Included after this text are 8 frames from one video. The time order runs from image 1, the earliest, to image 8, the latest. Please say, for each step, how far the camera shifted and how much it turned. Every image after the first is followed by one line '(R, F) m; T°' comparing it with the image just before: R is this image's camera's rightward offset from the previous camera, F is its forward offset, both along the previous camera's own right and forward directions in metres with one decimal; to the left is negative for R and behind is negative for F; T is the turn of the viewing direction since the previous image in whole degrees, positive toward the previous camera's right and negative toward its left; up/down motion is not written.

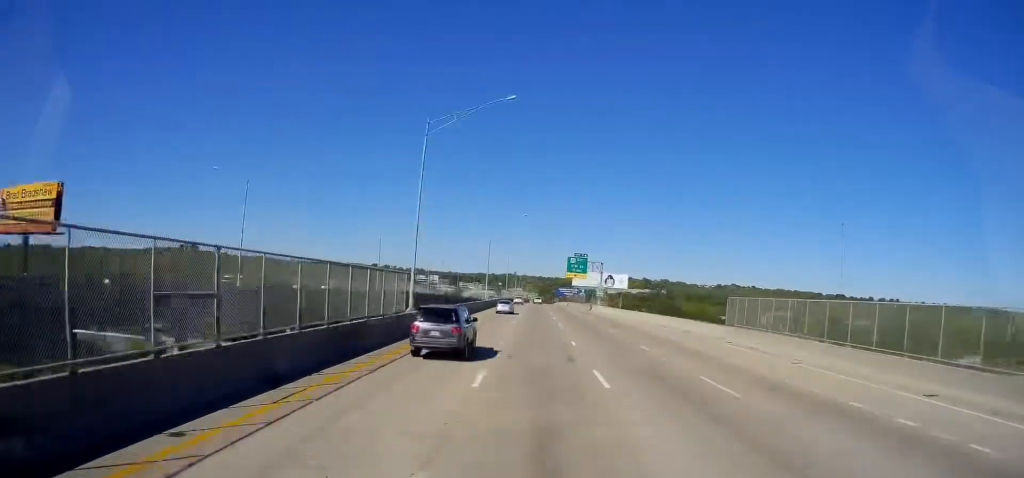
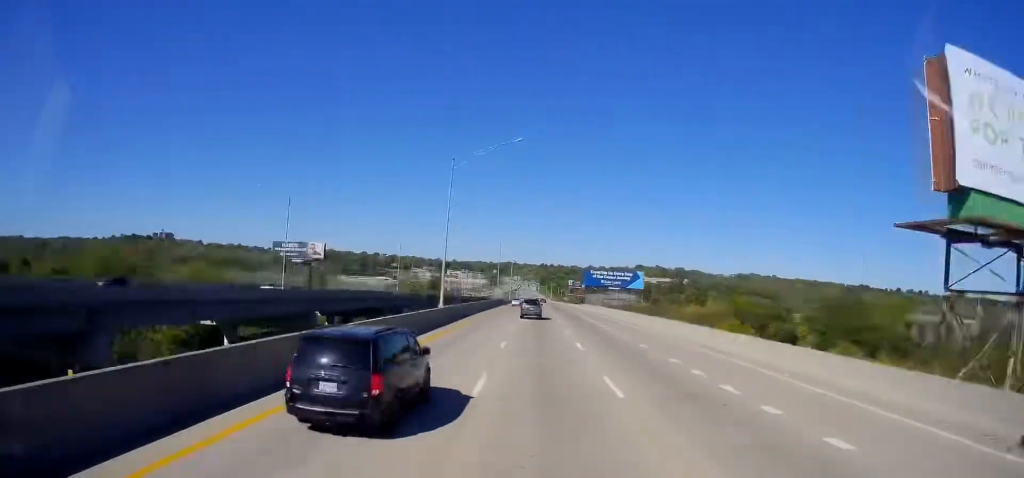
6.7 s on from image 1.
(-13.5, +189.7) m; -3°
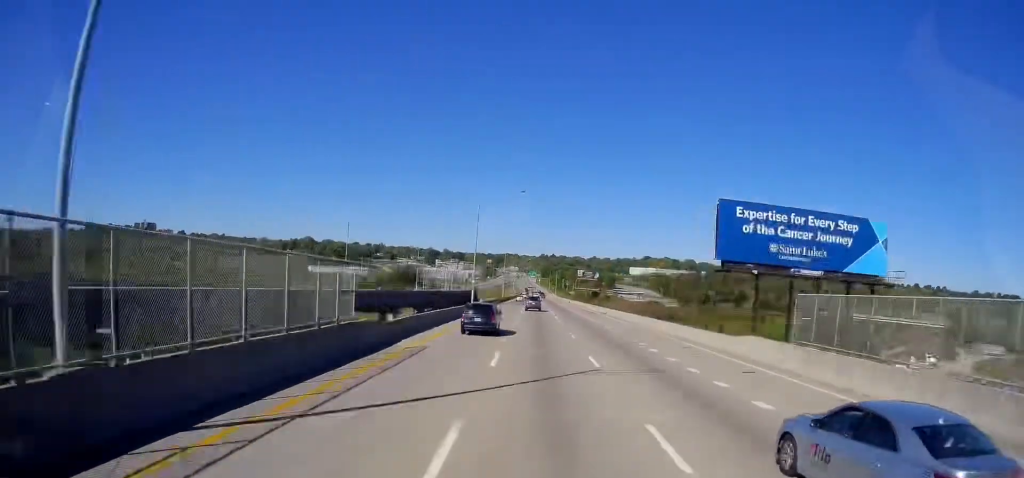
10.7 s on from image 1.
(+3.6, +108.8) m; +2°
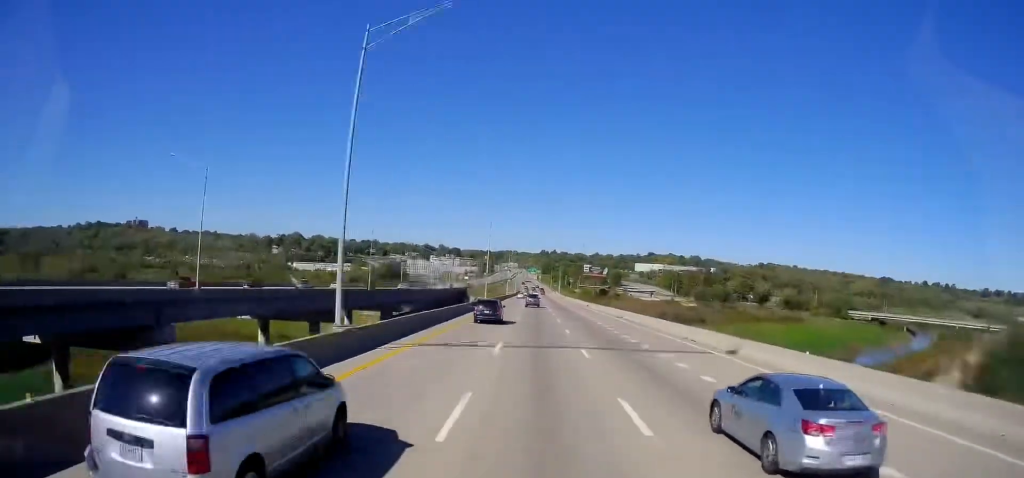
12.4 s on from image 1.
(+0.4, +48.2) m; 0°
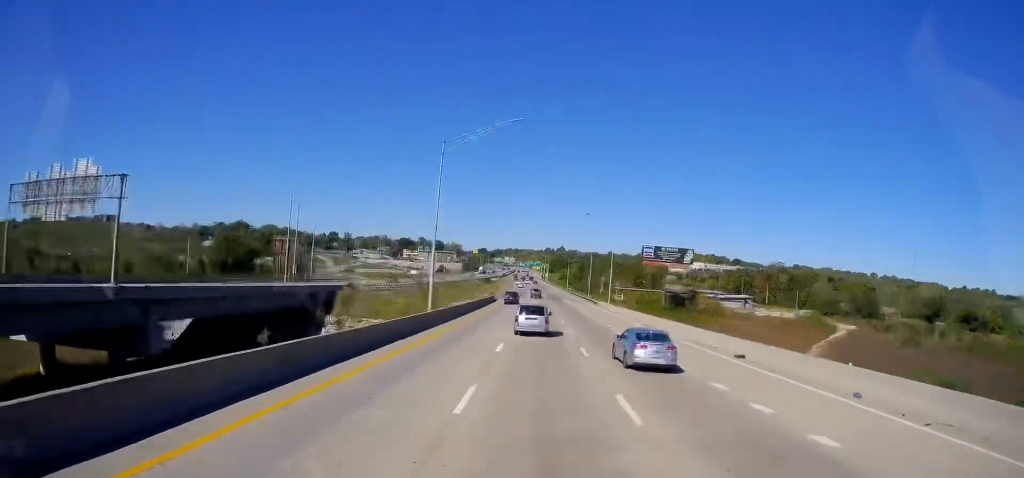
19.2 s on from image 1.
(-0.8, +175.2) m; -1°
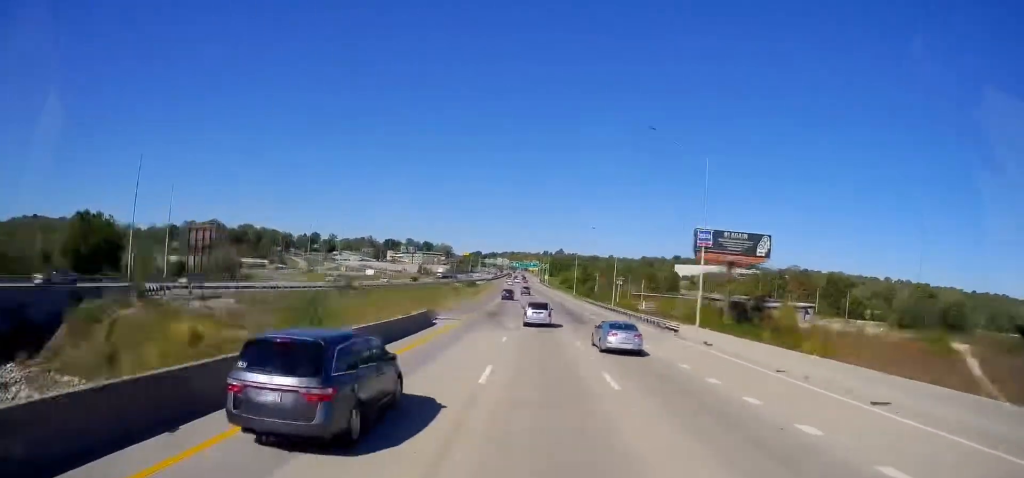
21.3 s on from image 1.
(+0.2, +56.2) m; 0°
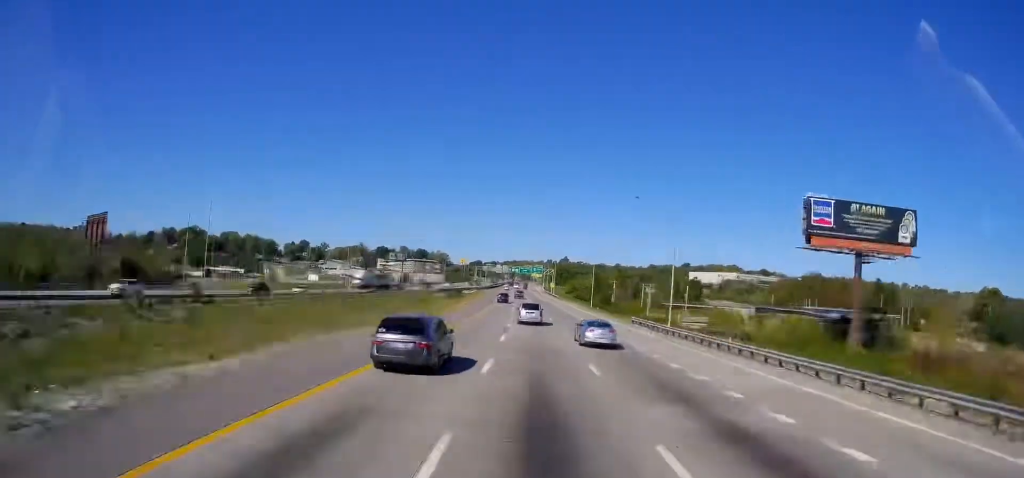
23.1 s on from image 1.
(-0.4, +46.0) m; 0°
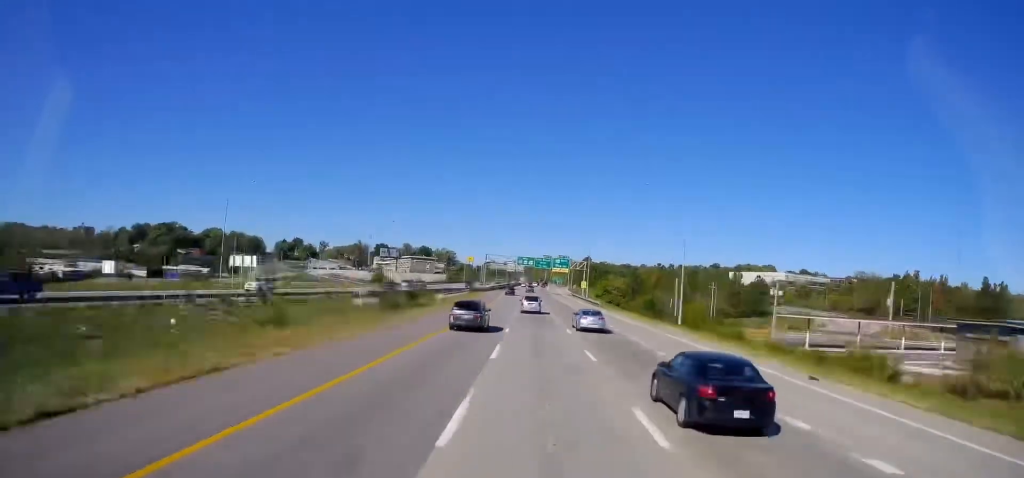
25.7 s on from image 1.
(-0.3, +71.0) m; -3°
